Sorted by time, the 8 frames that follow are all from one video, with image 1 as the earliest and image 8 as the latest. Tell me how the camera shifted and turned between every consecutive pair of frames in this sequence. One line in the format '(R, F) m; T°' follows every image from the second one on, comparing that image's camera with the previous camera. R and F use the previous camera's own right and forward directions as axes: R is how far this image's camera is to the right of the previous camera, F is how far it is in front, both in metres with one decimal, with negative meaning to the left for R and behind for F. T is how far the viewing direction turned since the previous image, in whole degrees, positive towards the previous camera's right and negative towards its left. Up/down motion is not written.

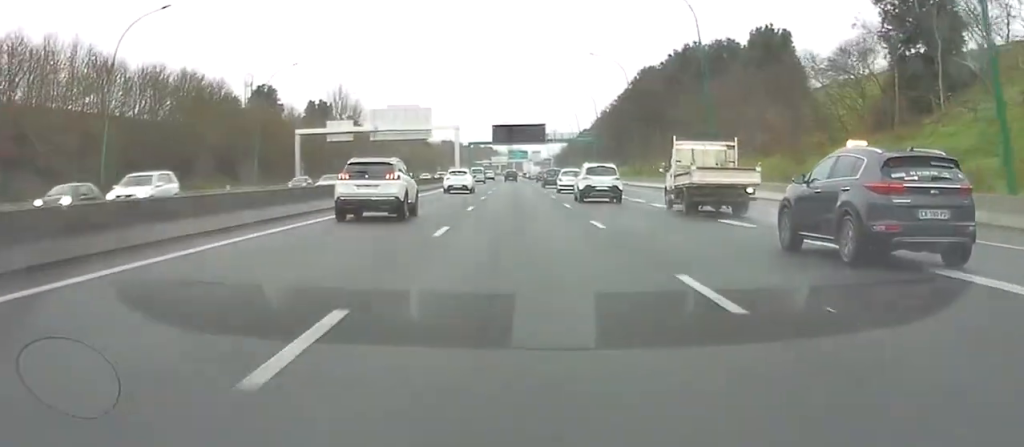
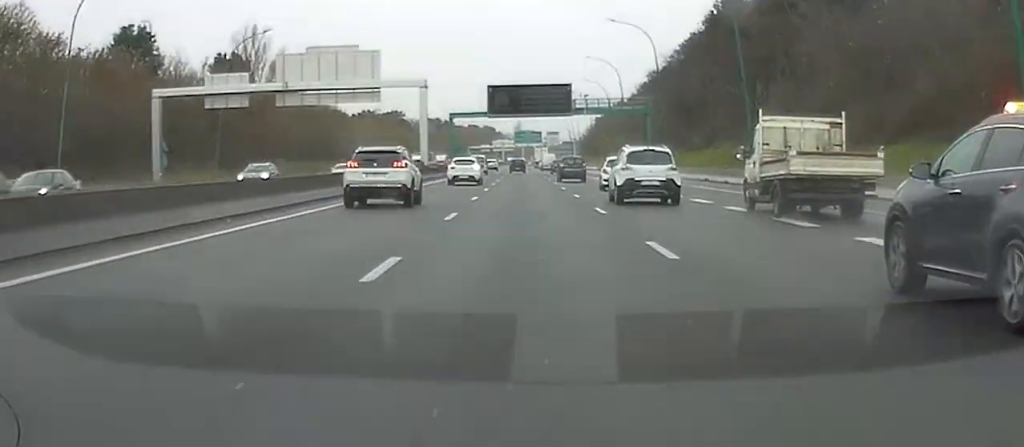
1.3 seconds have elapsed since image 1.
(0.0, +32.0) m; 0°
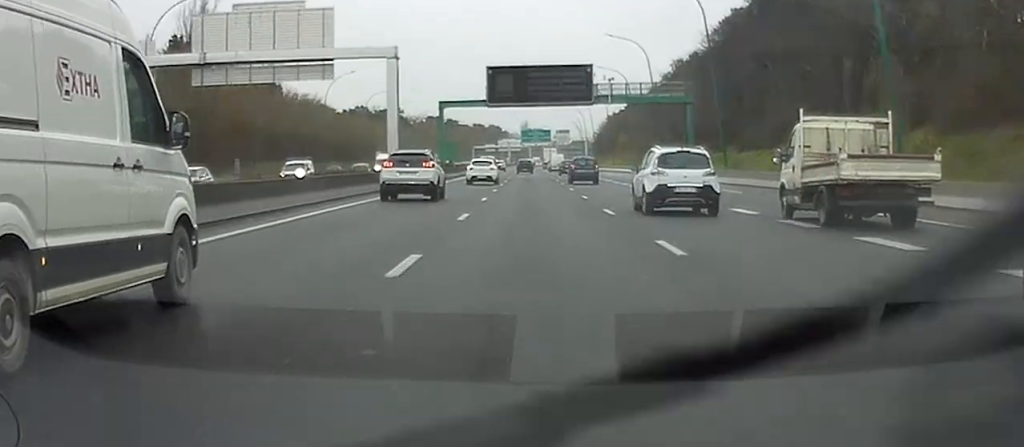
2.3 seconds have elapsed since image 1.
(0.0, +25.2) m; 0°
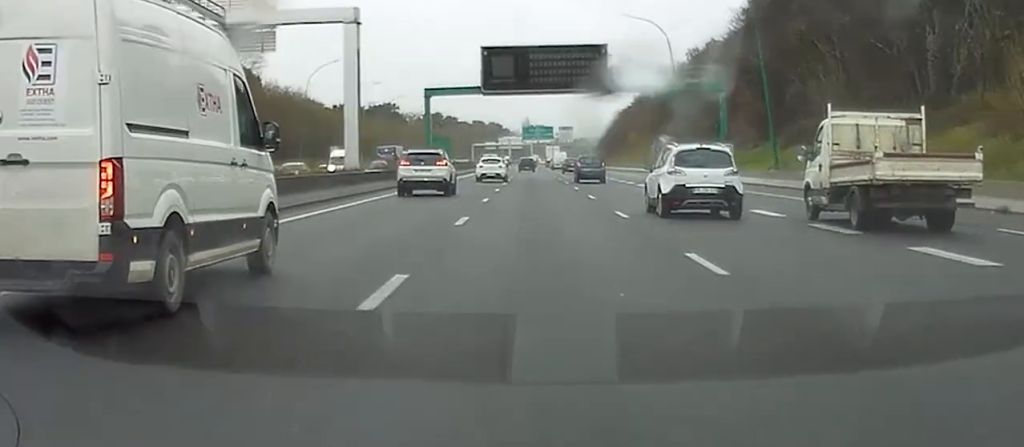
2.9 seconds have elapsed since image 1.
(0.0, +16.0) m; 0°
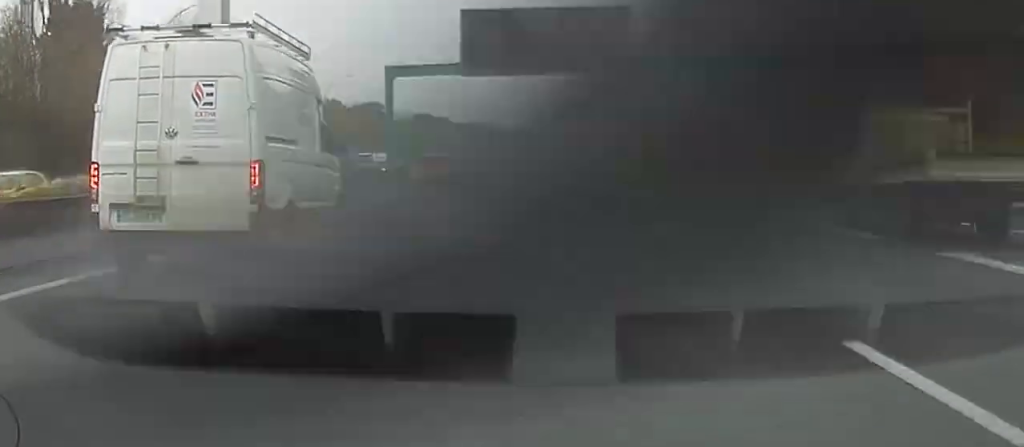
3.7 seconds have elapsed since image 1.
(0.0, +20.2) m; 0°
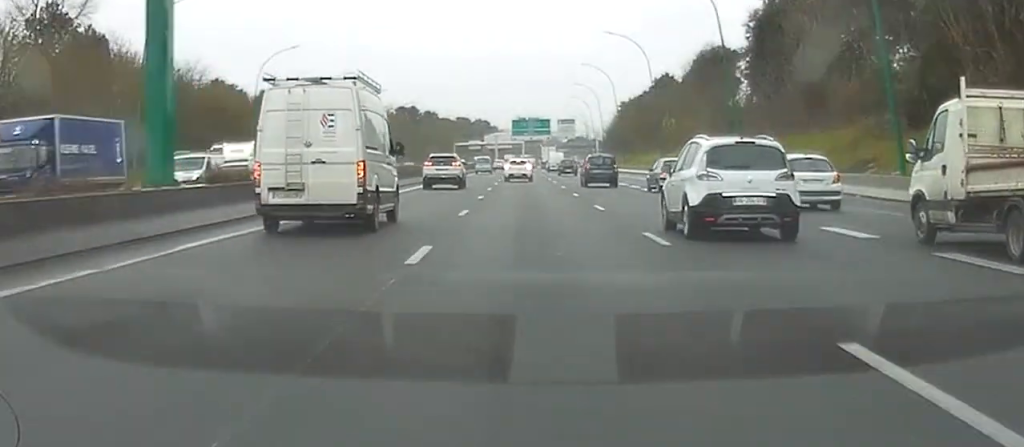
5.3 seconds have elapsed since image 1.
(0.0, +39.6) m; 0°
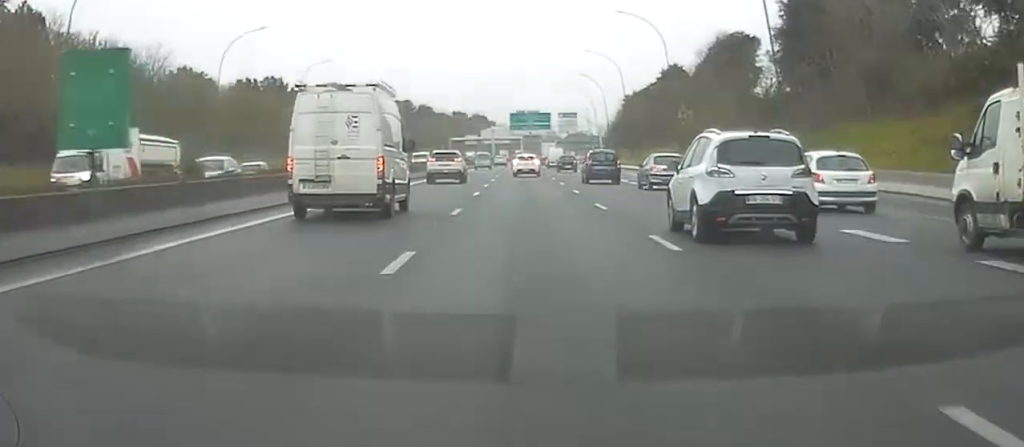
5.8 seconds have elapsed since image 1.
(0.0, +14.3) m; 0°
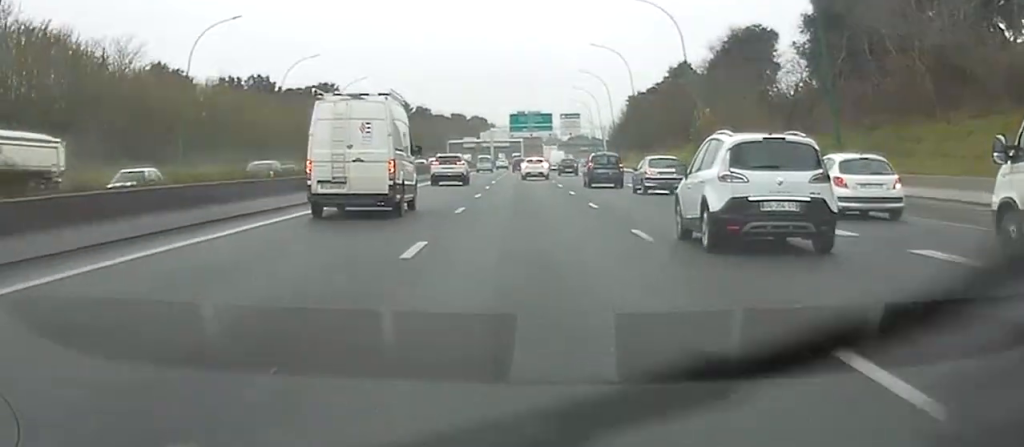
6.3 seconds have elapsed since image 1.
(0.0, +10.9) m; 0°
